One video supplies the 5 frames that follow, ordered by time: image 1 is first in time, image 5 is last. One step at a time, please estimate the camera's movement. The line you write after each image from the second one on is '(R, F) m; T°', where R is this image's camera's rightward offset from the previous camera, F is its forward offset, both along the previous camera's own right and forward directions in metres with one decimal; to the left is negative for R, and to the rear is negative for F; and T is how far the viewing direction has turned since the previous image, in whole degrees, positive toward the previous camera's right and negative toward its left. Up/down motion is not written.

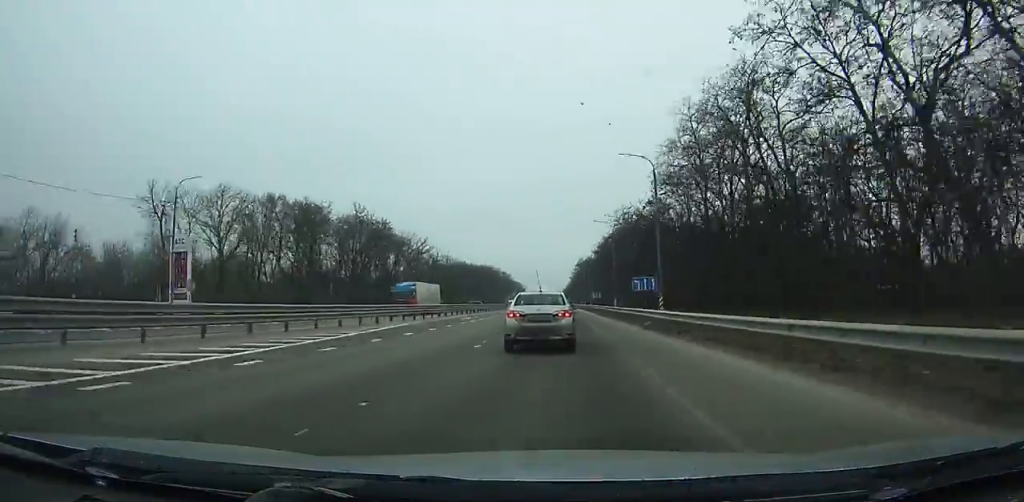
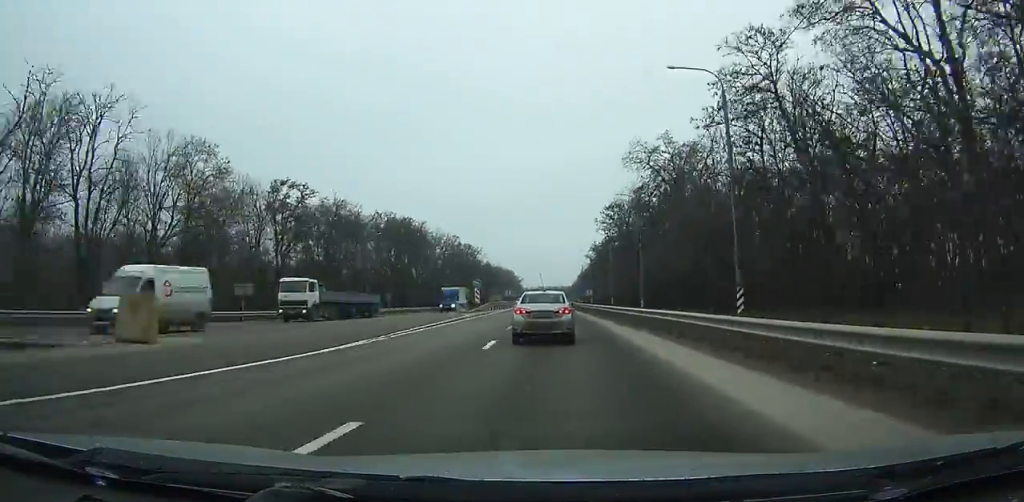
(-1.6, +129.0) m; -2°
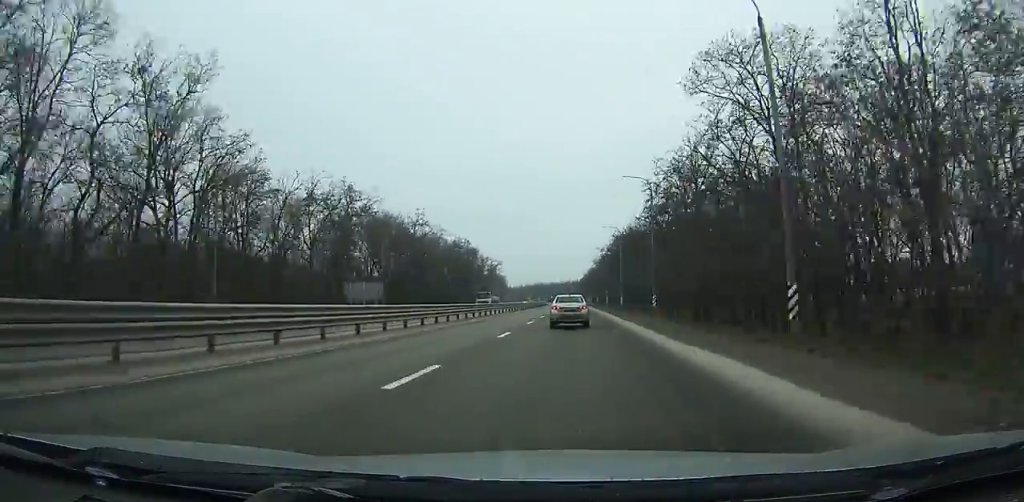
(+0.5, +139.9) m; +1°
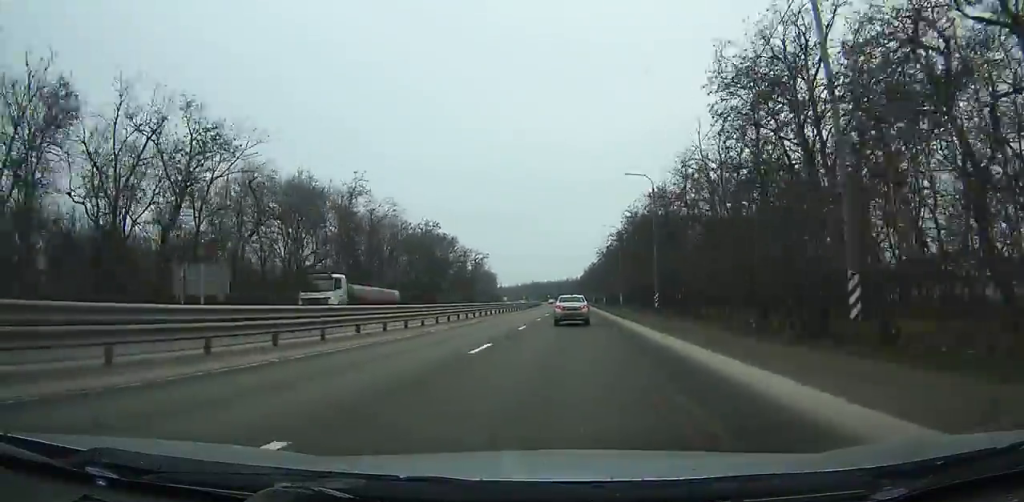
(+0.2, +30.8) m; 0°
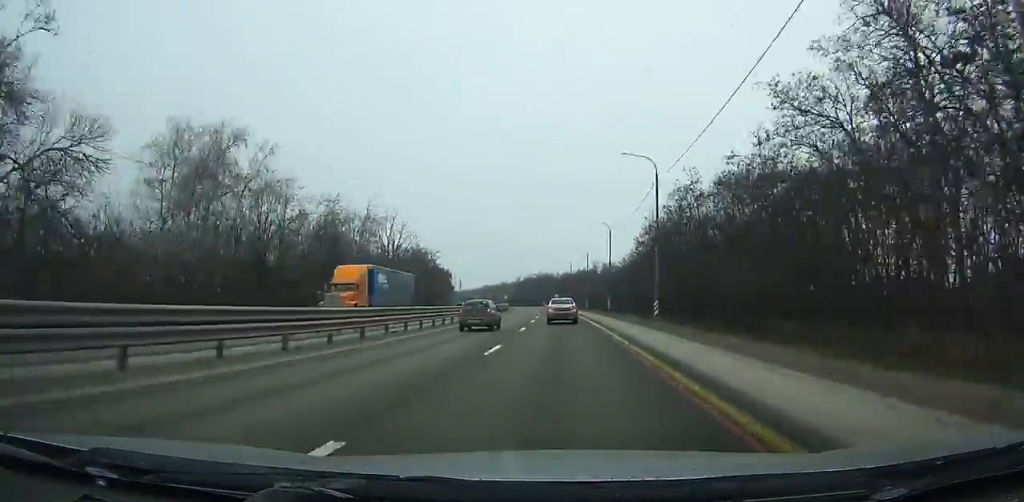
(-3.6, +156.3) m; -4°
